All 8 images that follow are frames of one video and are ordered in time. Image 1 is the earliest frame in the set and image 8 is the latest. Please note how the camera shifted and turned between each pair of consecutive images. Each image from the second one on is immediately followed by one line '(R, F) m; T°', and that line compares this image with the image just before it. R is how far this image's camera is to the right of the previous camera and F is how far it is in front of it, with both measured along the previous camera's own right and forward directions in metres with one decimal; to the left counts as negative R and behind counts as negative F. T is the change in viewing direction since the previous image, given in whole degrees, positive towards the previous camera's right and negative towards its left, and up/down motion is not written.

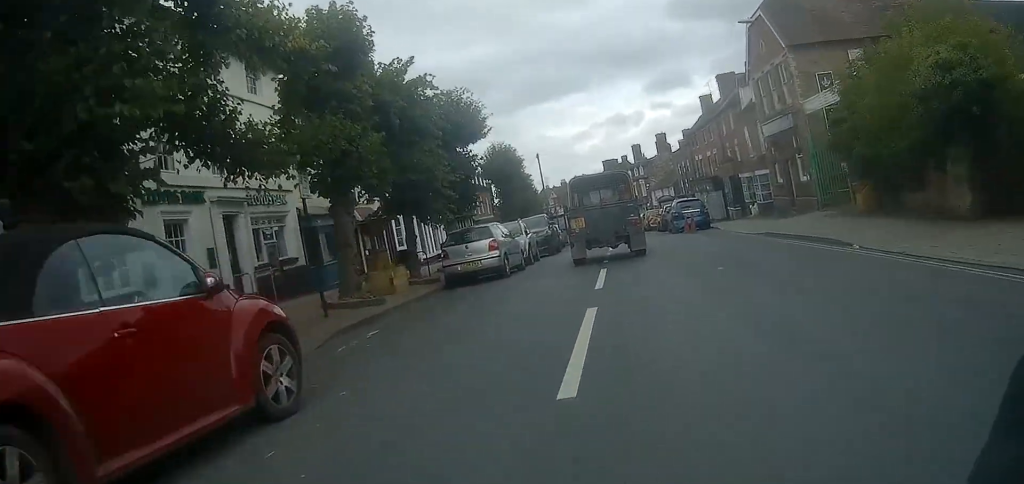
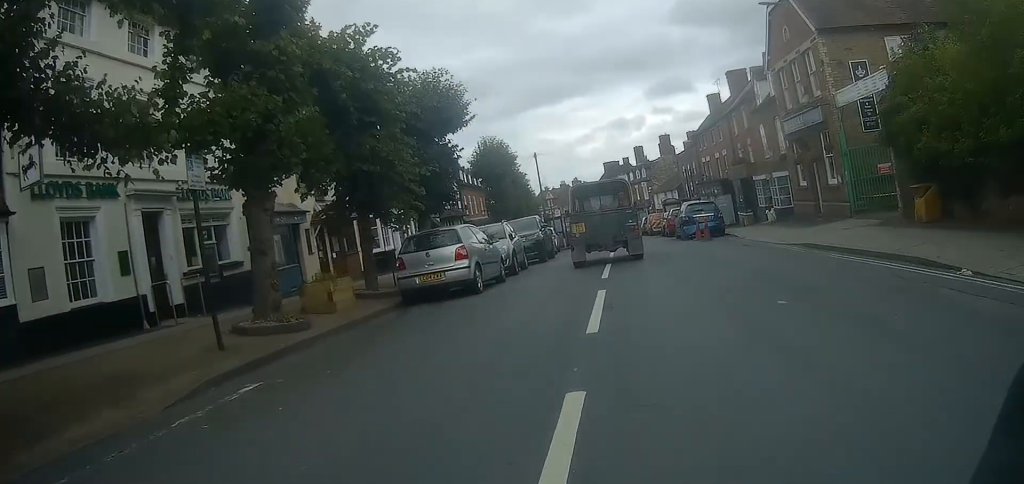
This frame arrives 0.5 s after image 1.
(0.0, +3.5) m; +1°
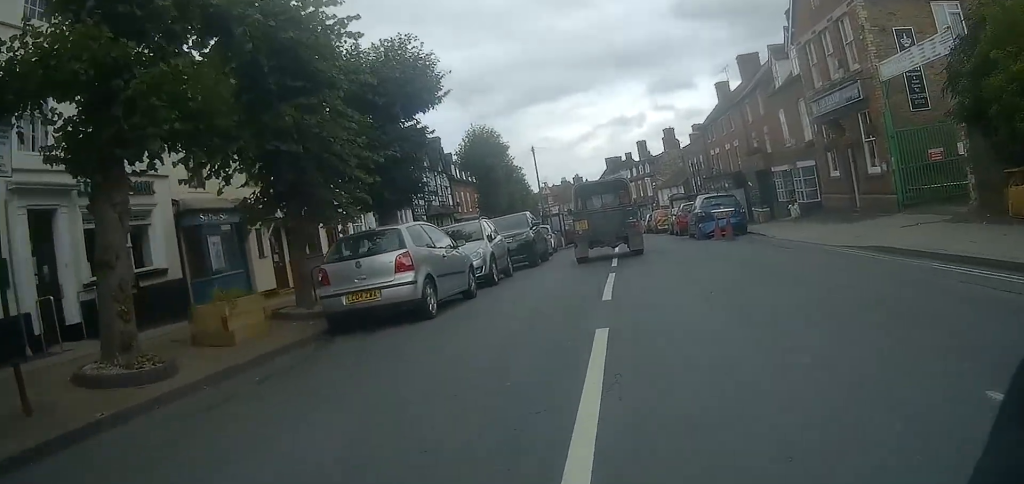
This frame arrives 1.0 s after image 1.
(+0.1, +3.6) m; +1°
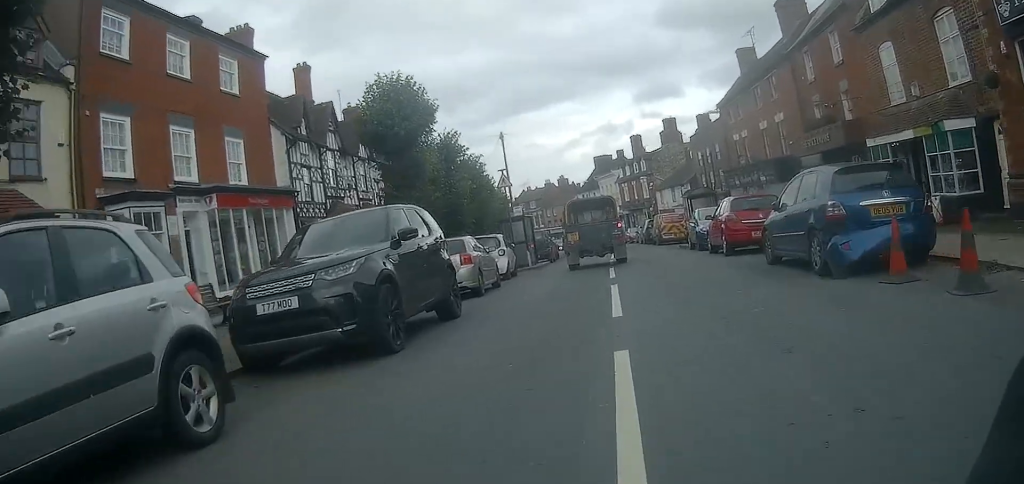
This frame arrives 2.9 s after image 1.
(+0.2, +12.6) m; 0°
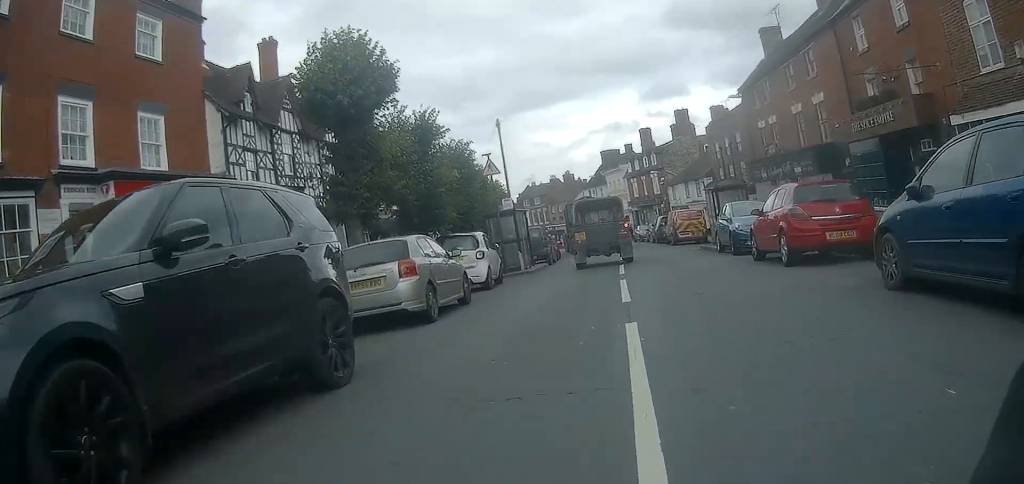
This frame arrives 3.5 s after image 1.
(0.0, +4.6) m; -1°
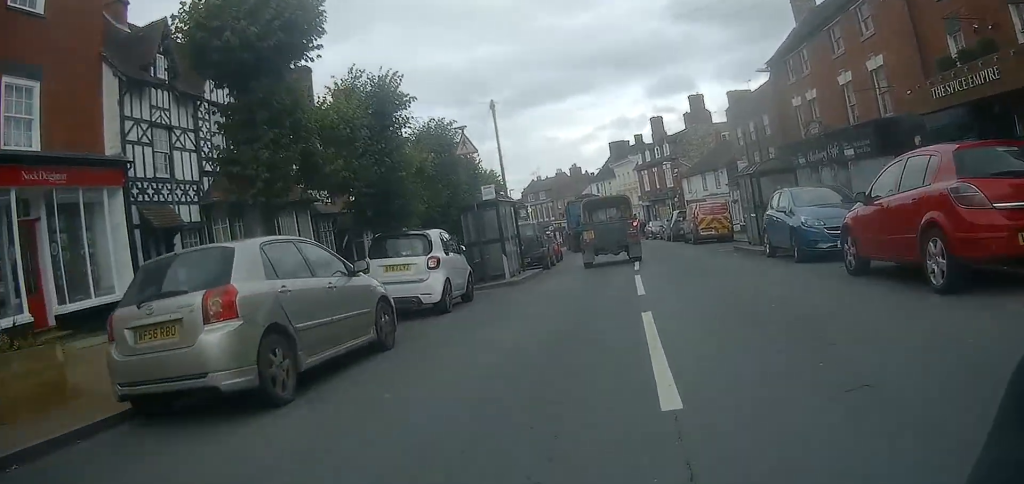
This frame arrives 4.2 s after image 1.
(-0.1, +5.0) m; +1°
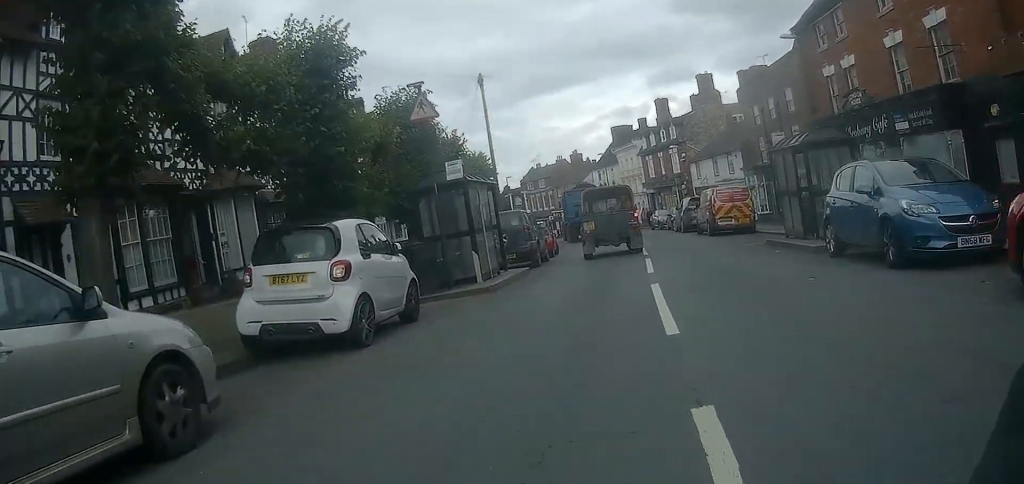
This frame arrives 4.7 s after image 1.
(0.0, +4.0) m; 0°
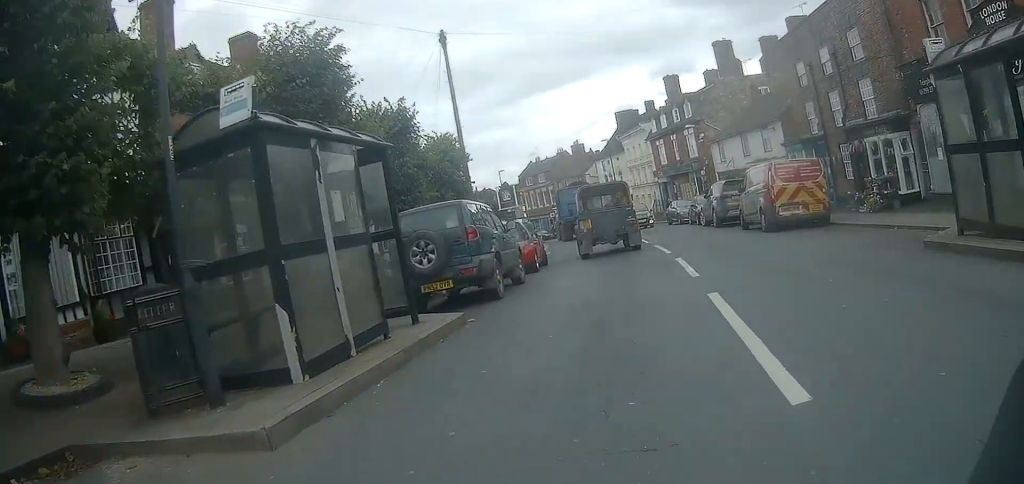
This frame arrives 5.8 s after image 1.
(+0.1, +7.9) m; -2°
